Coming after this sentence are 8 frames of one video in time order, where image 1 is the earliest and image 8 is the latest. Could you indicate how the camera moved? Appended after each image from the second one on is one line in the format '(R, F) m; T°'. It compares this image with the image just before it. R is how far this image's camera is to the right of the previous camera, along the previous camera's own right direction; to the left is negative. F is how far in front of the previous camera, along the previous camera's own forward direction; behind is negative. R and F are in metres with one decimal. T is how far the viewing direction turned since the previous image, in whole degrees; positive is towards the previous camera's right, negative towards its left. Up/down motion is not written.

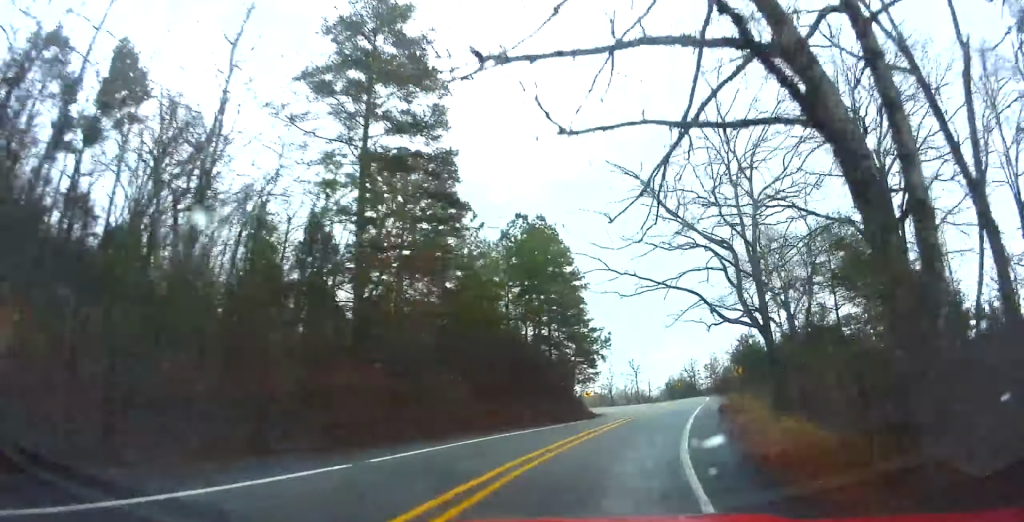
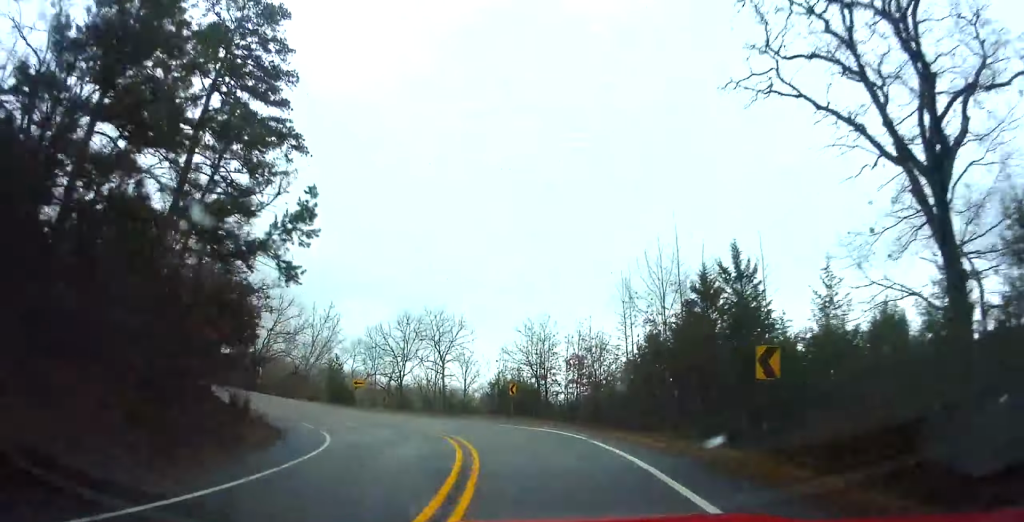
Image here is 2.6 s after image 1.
(+5.0, +39.0) m; +11°
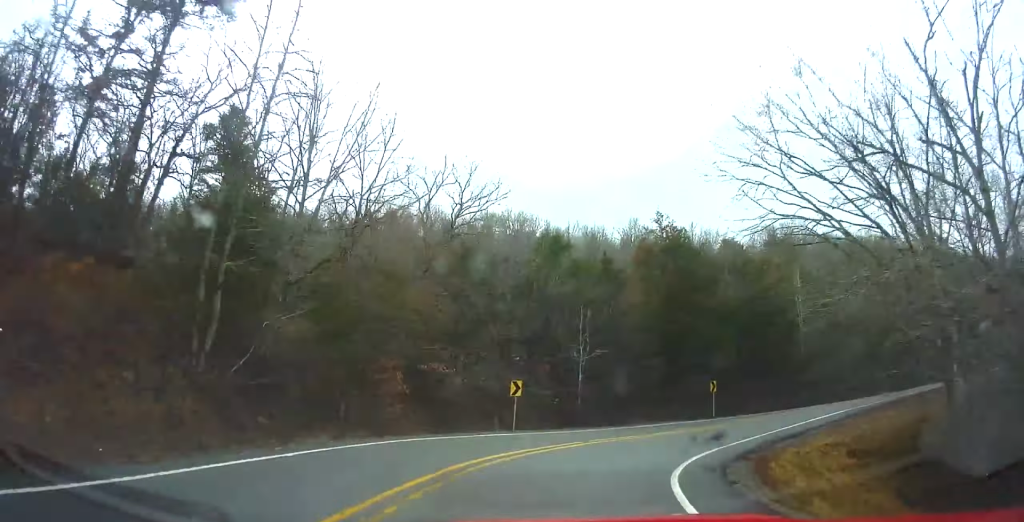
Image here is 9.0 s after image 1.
(-11.7, +68.6) m; -46°
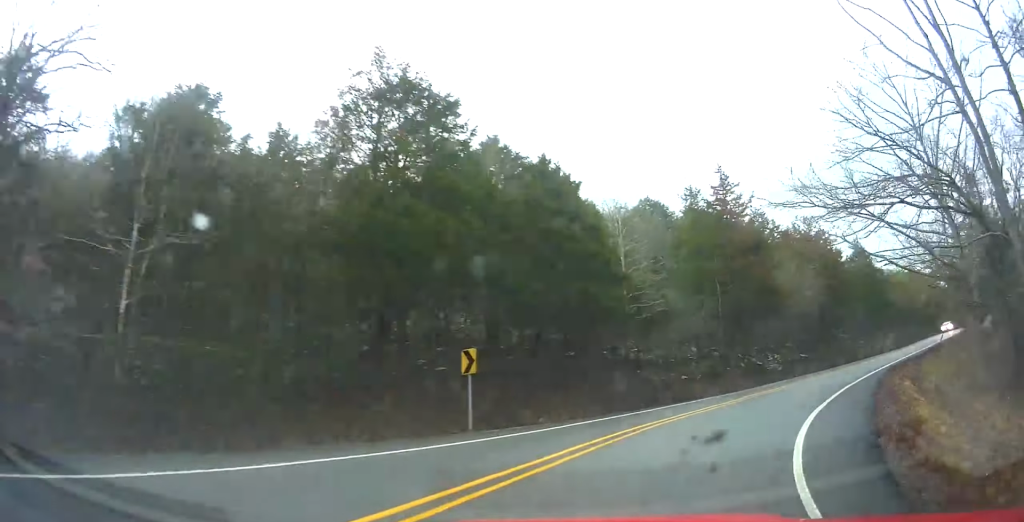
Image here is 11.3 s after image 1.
(-6.7, +21.9) m; -10°
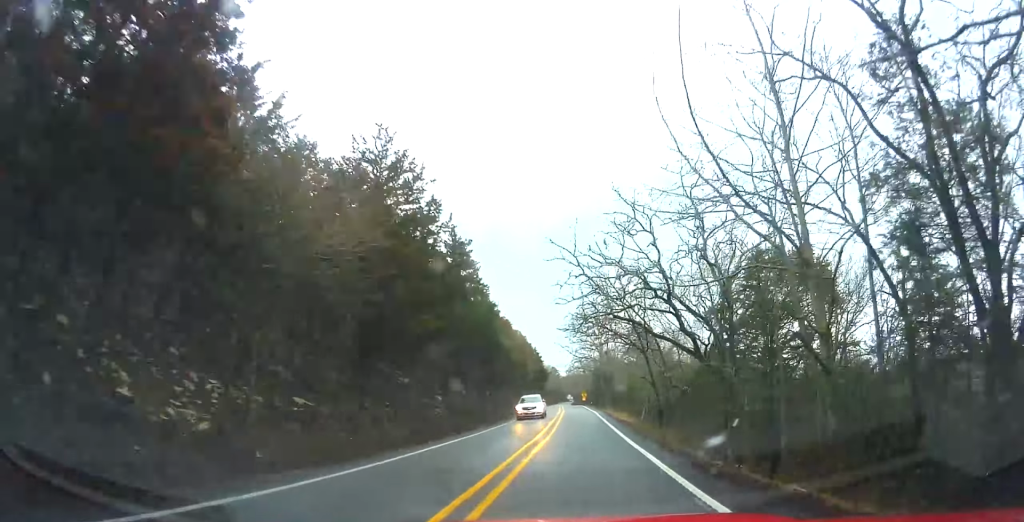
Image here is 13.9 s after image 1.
(+0.8, +27.1) m; +23°
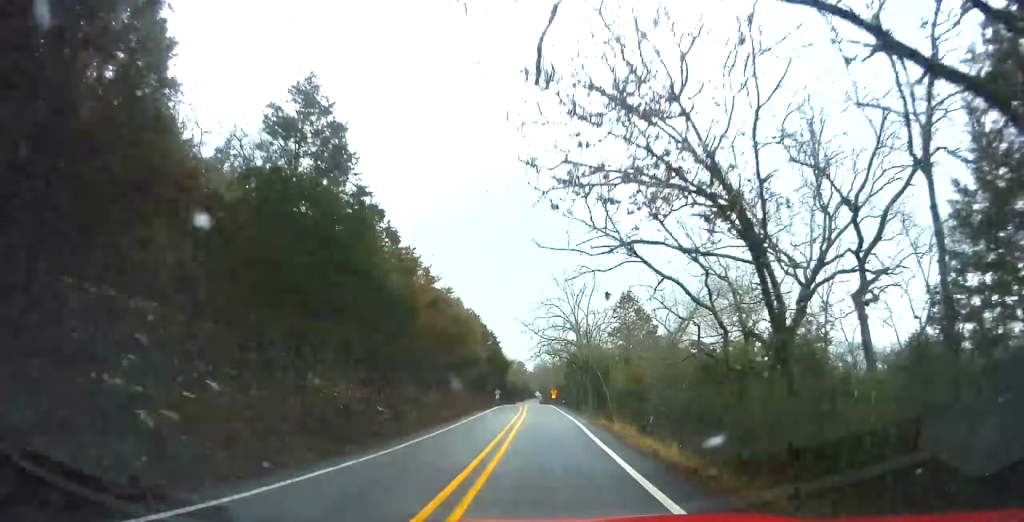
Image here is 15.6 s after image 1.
(+6.6, +20.1) m; +13°
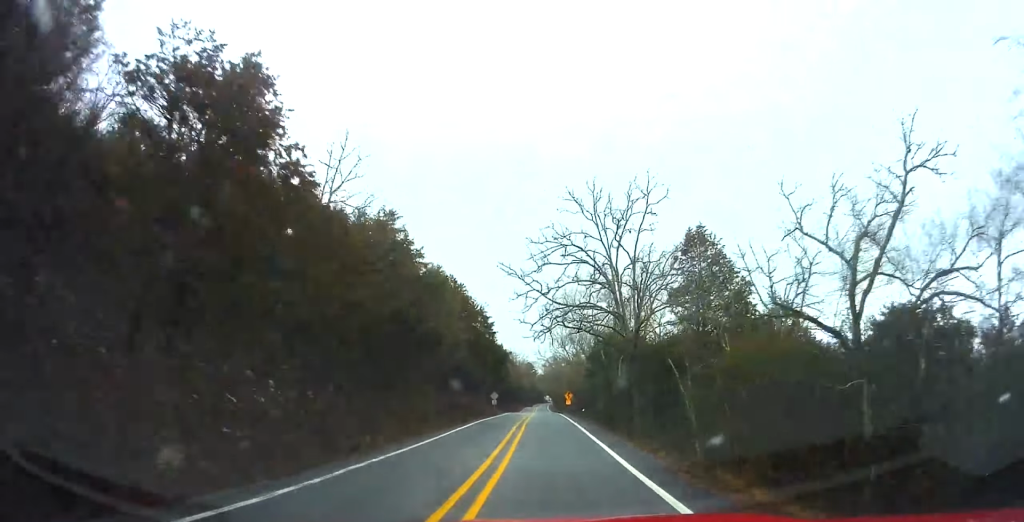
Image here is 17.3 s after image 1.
(+3.0, +22.6) m; +9°
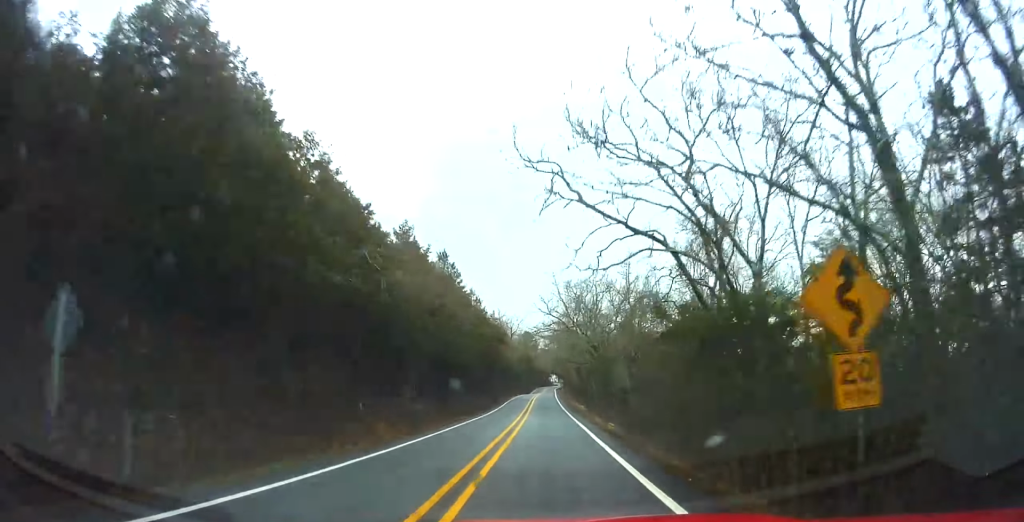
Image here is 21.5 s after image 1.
(+2.4, +68.7) m; +1°
